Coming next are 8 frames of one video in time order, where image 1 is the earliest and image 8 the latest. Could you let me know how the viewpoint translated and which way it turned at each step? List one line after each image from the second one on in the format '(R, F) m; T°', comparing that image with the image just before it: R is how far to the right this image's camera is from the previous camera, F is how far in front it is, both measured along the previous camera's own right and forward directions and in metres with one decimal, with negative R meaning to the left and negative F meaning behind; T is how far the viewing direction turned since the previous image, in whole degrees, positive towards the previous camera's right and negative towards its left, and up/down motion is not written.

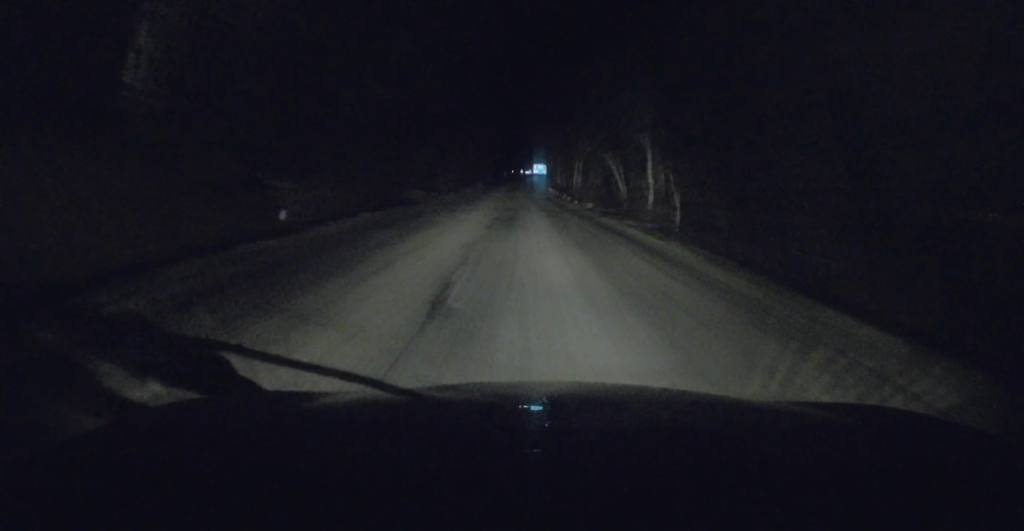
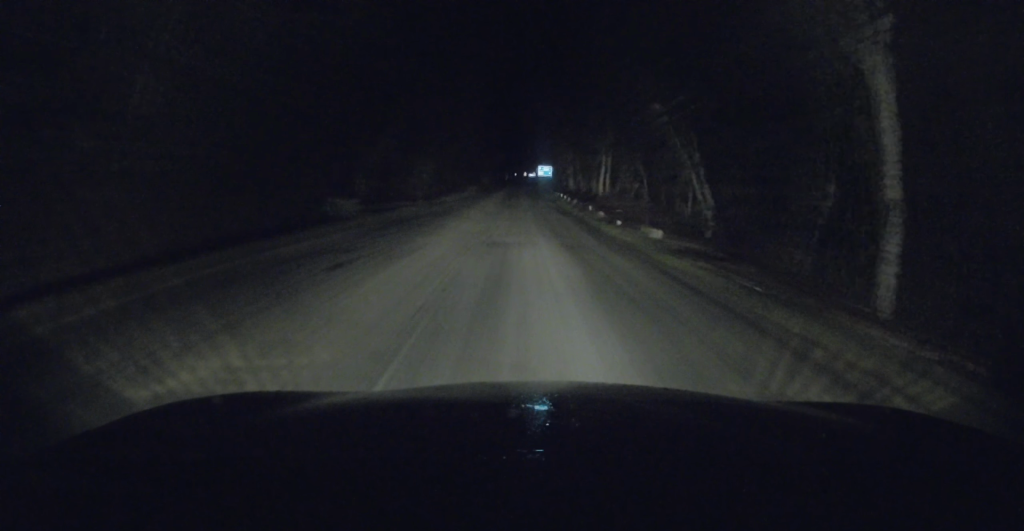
(+0.3, +13.6) m; 0°
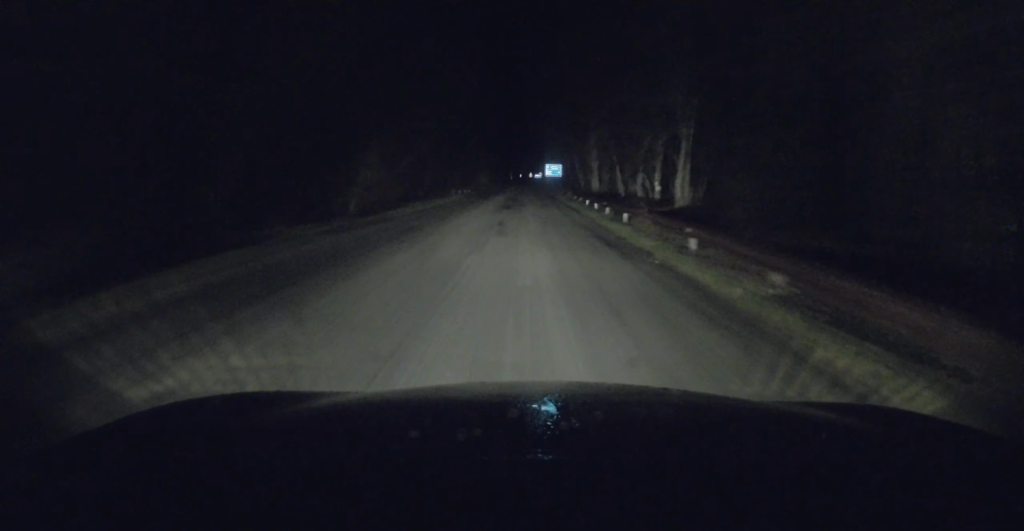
(-0.3, +14.8) m; 0°
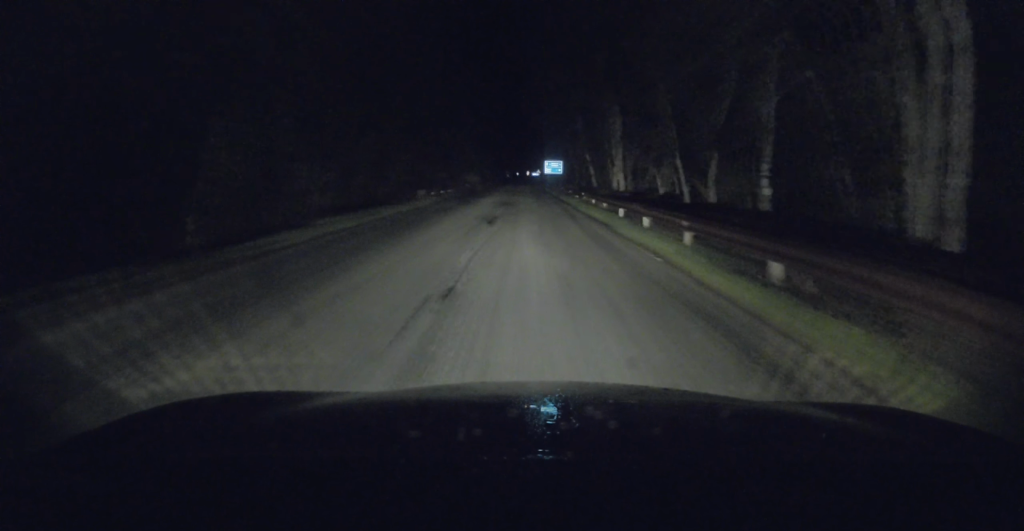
(+0.3, +11.0) m; +1°
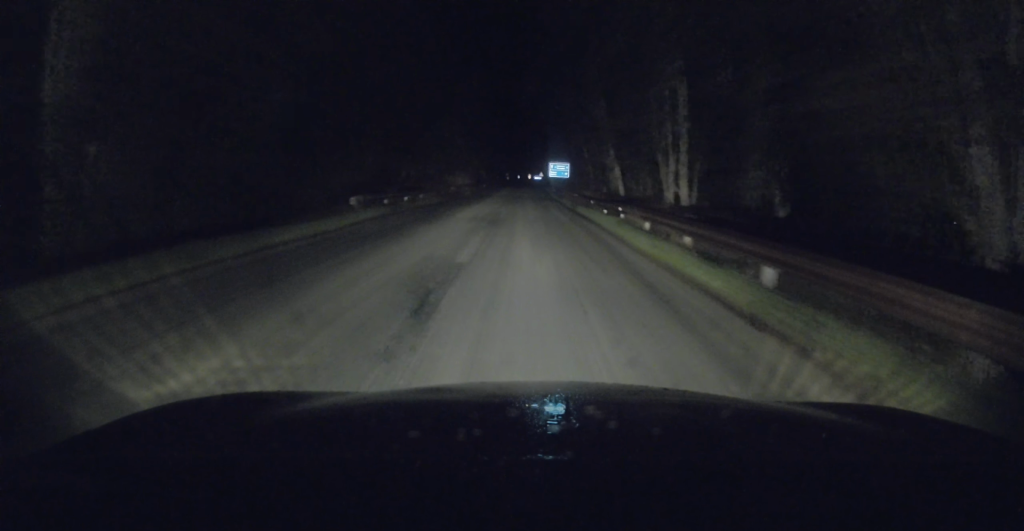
(0.0, +10.8) m; 0°
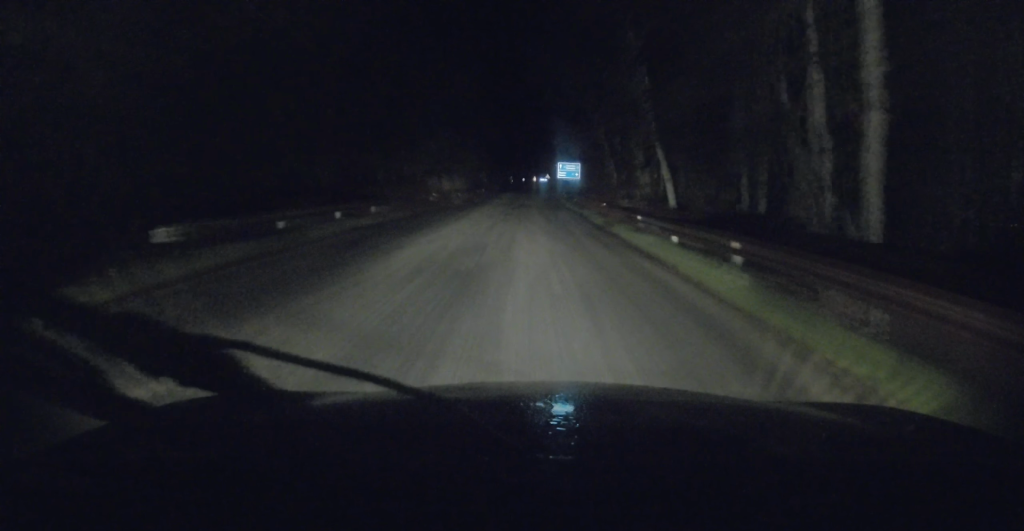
(-0.1, +9.4) m; -1°
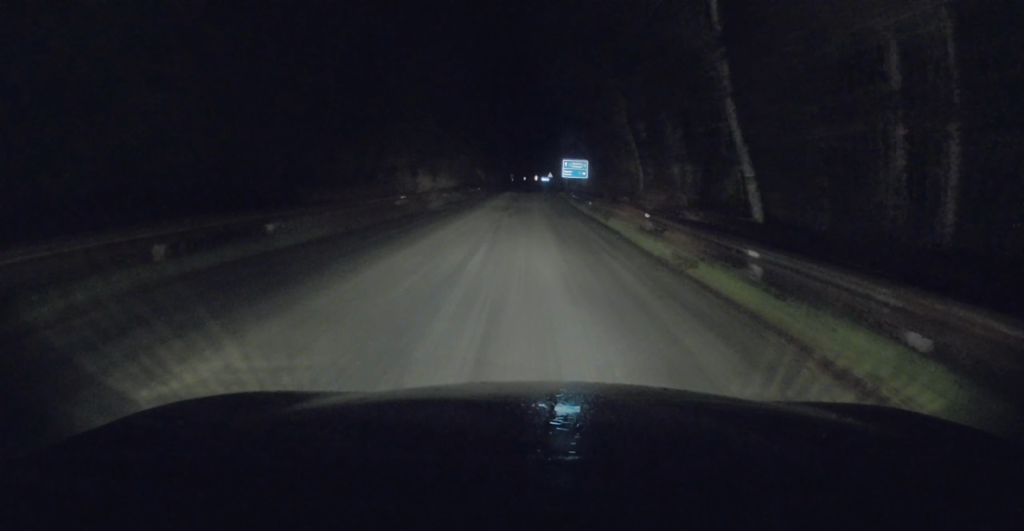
(0.0, +7.7) m; -1°
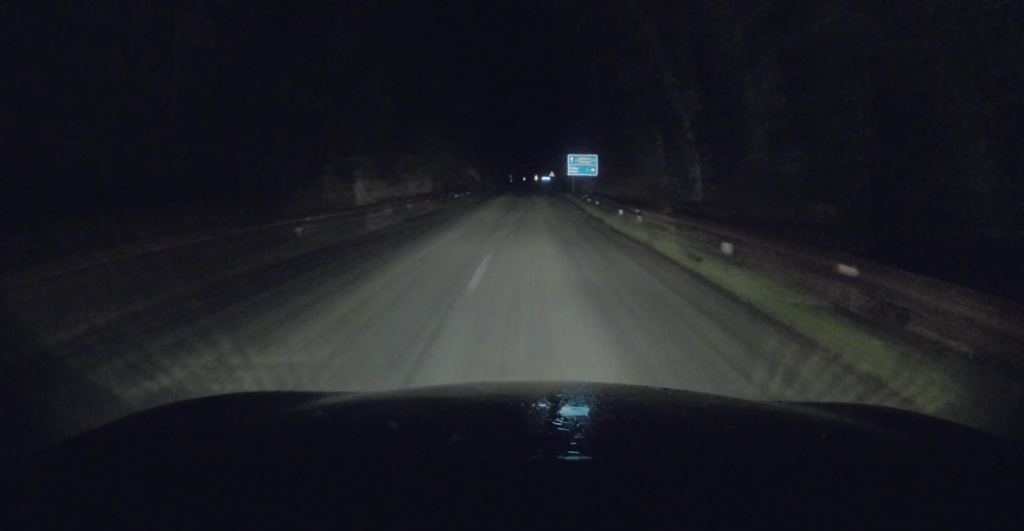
(-0.3, +9.5) m; 0°
